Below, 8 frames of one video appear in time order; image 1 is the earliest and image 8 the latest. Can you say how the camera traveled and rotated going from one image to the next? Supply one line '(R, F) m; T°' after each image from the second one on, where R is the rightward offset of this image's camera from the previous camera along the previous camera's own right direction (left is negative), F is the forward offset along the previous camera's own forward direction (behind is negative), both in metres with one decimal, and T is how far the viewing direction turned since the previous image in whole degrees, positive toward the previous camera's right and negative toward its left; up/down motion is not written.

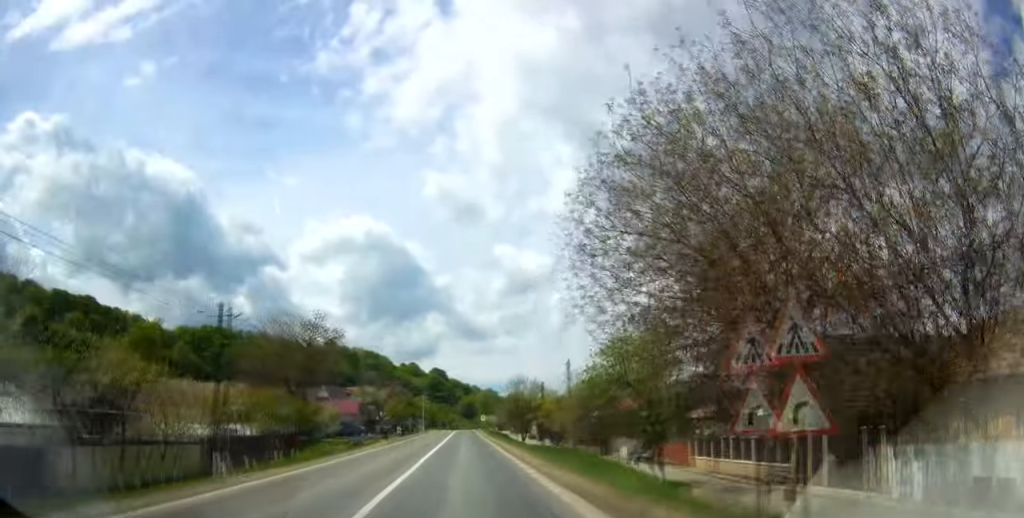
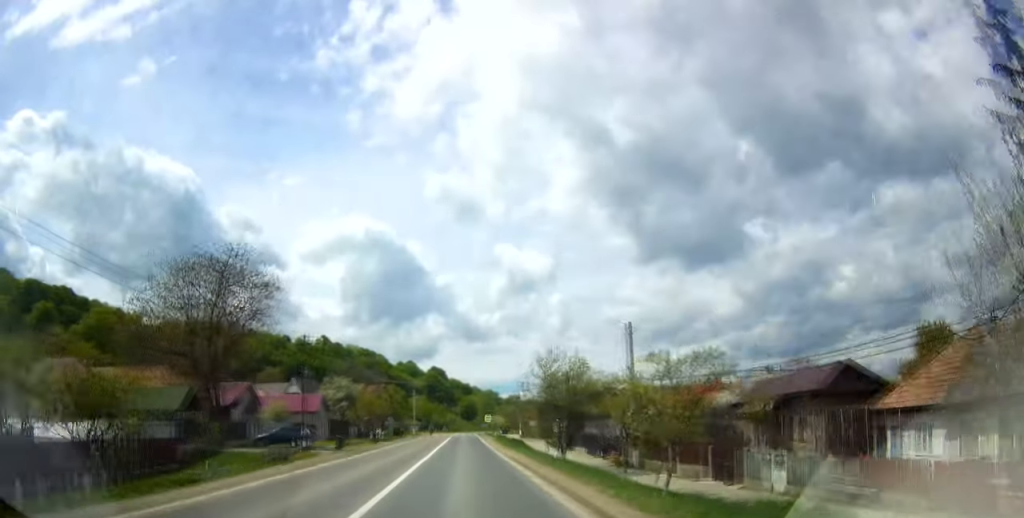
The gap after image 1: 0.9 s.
(-0.1, +23.2) m; 0°
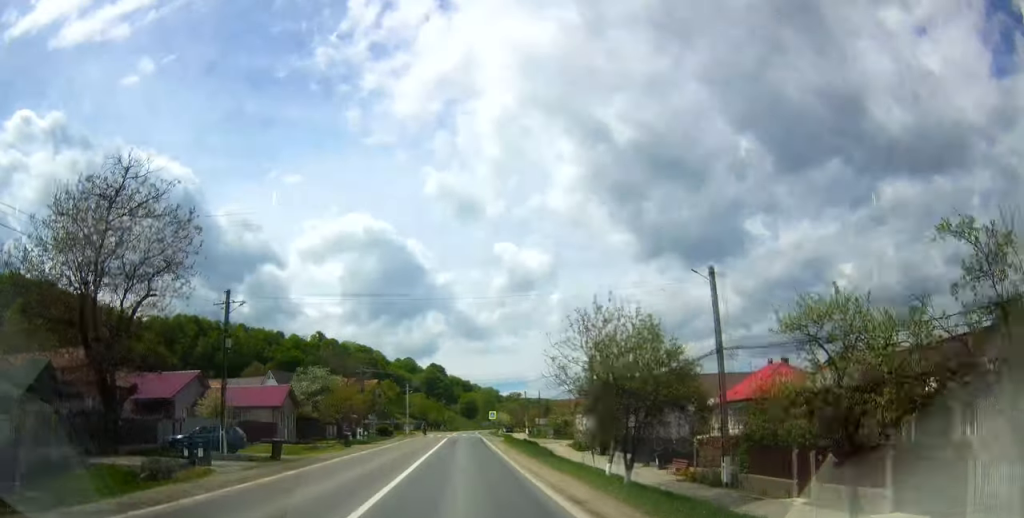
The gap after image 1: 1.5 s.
(0.0, +14.1) m; 0°
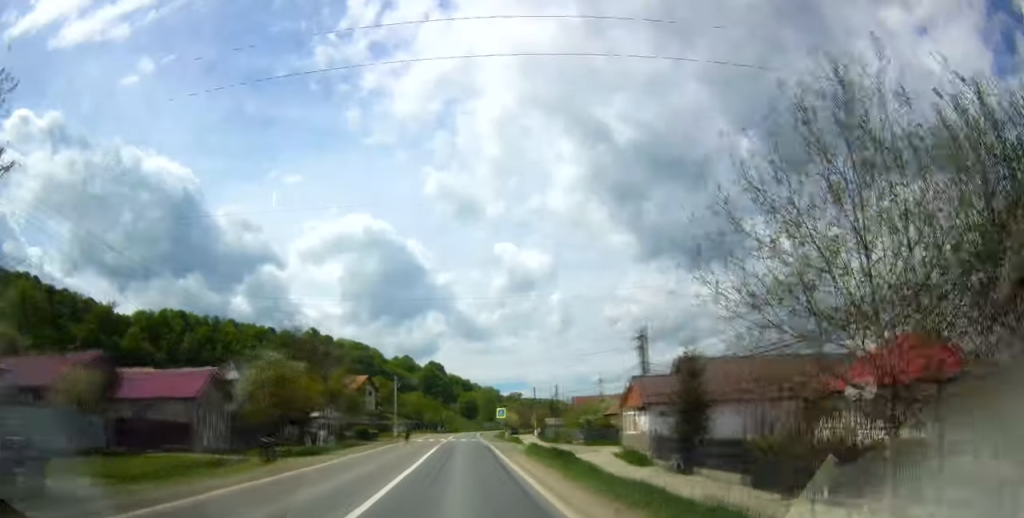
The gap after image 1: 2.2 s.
(+0.1, +17.0) m; 0°
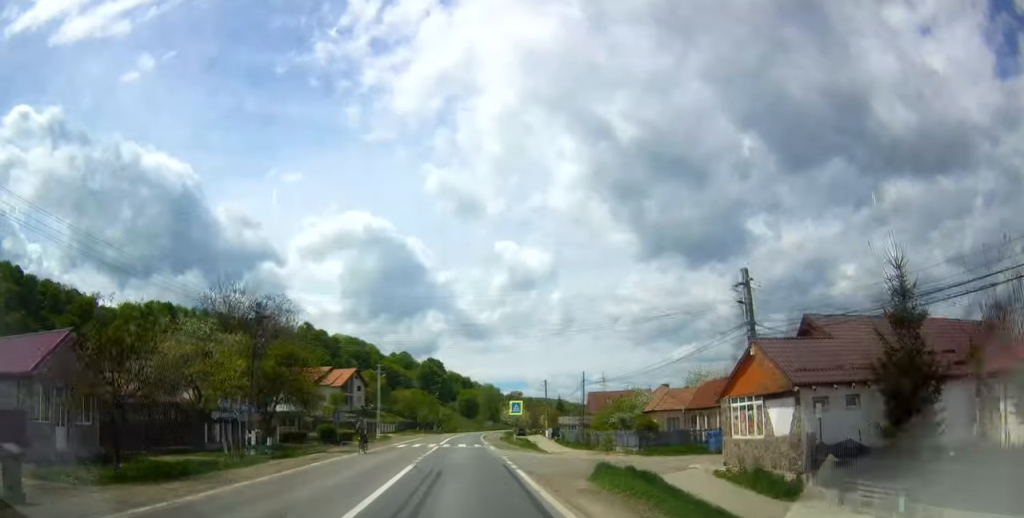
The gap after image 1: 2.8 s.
(-0.2, +16.0) m; 0°
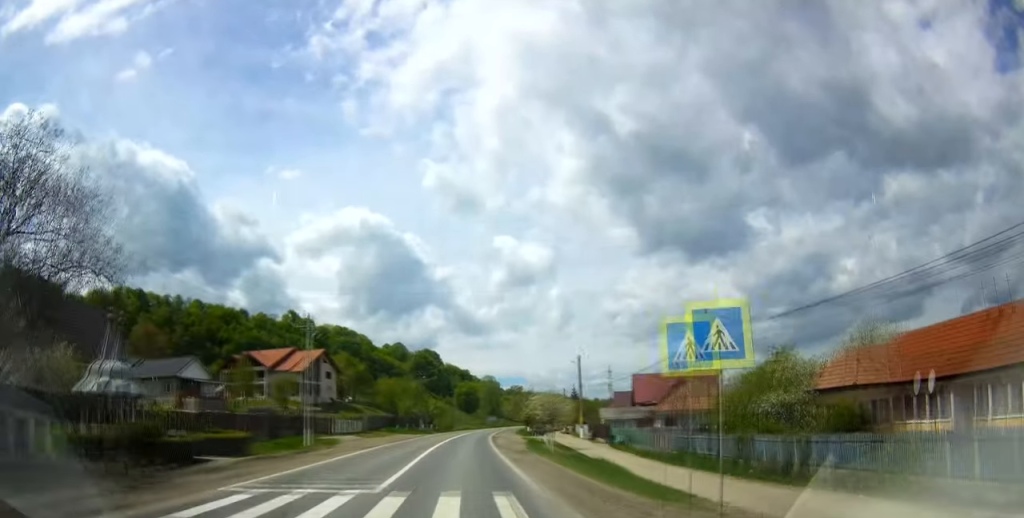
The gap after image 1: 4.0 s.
(-0.1, +30.0) m; 0°
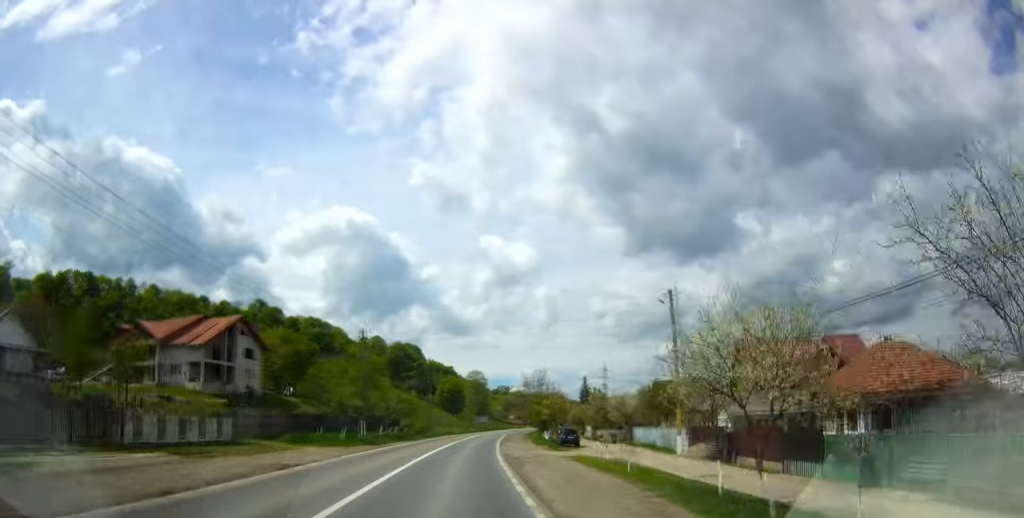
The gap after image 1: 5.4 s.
(+0.3, +35.2) m; 0°
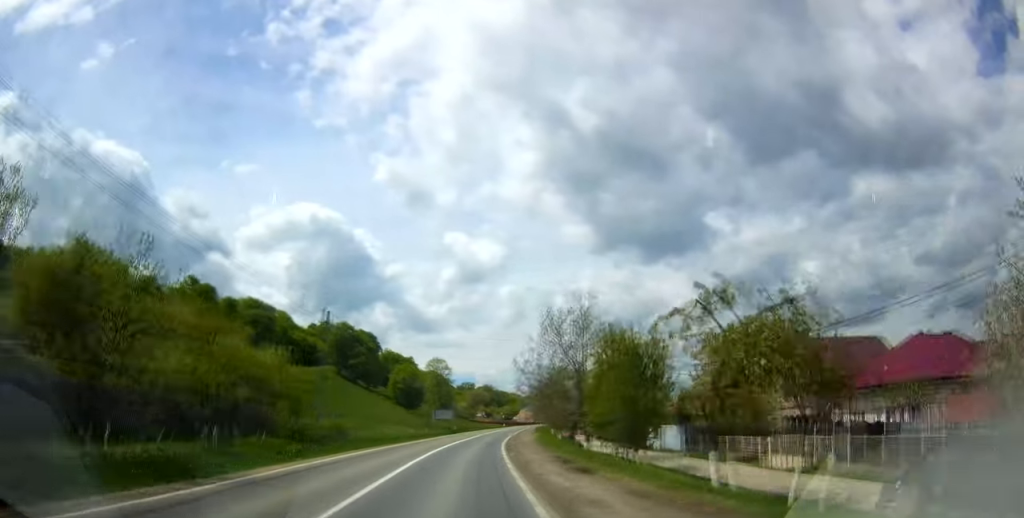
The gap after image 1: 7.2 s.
(-0.6, +46.9) m; +2°
